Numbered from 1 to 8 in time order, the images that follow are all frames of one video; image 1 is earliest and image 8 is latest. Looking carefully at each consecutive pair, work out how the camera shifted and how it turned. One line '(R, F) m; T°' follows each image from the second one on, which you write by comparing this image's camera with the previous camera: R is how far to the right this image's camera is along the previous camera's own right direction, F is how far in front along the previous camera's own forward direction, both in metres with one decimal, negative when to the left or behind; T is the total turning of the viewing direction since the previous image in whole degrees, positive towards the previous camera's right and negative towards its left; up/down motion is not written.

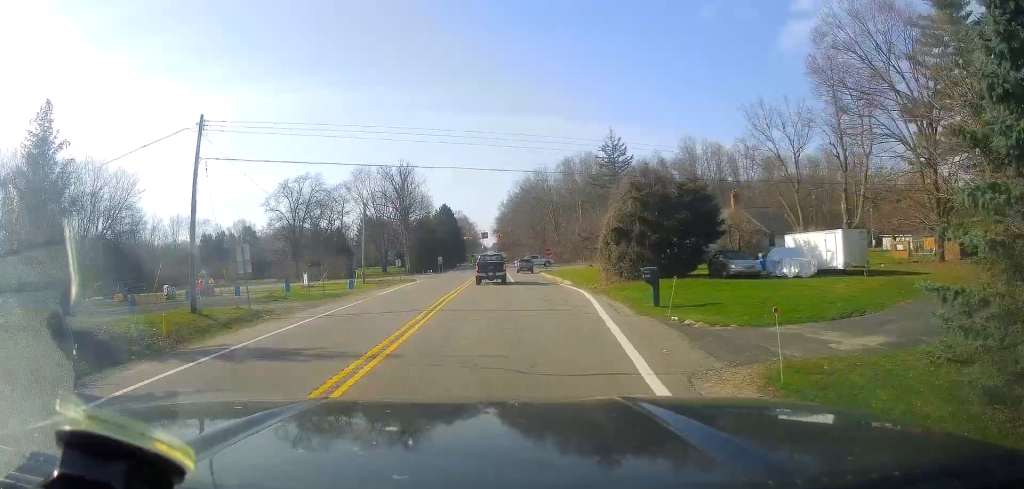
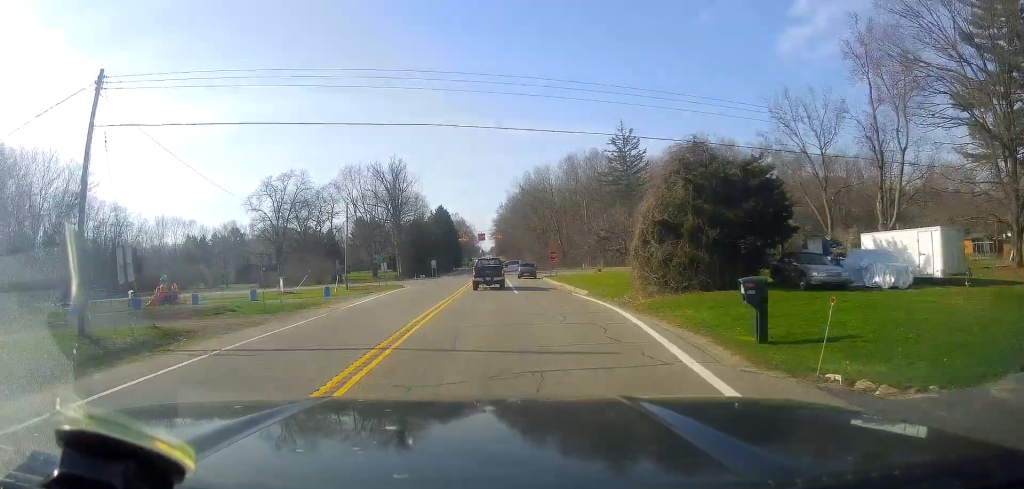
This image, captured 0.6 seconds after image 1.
(+0.2, +8.3) m; +1°
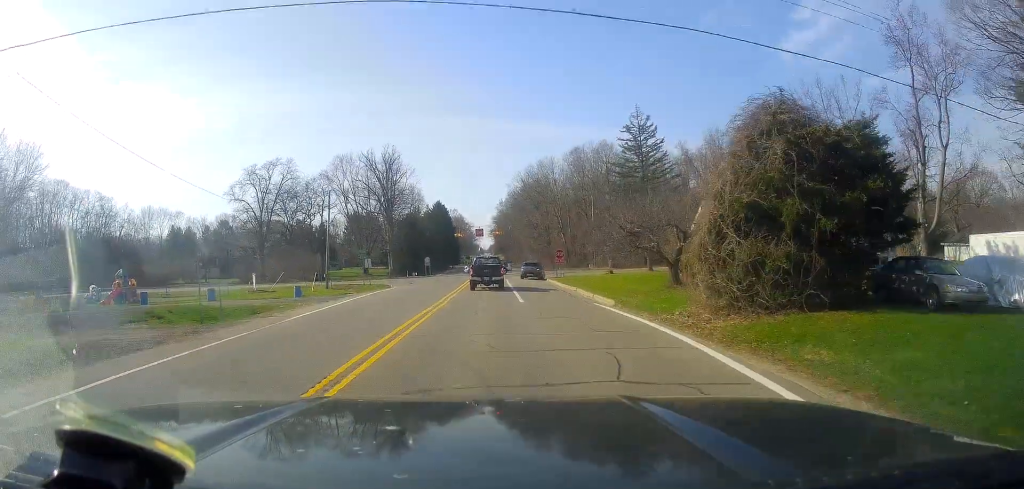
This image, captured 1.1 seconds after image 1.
(0.0, +7.4) m; 0°
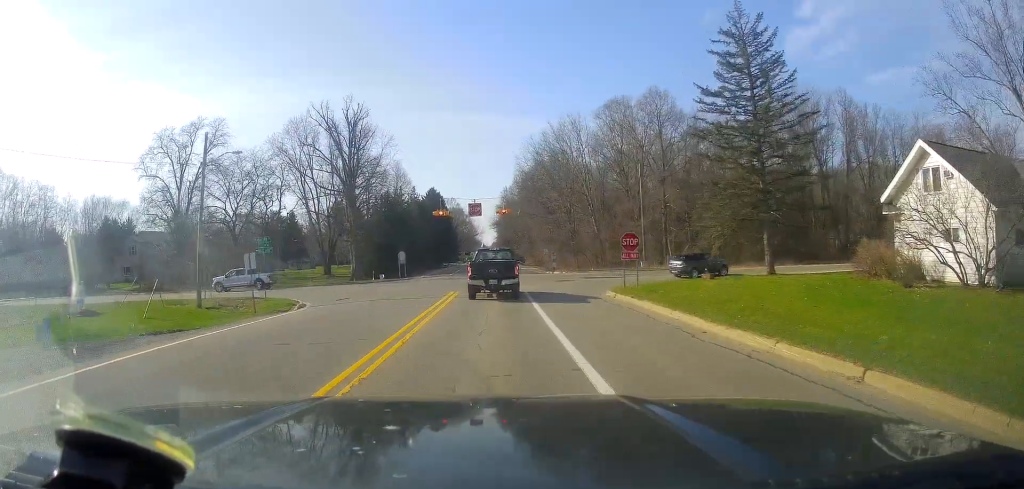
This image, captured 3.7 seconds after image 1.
(0.0, +27.2) m; 0°
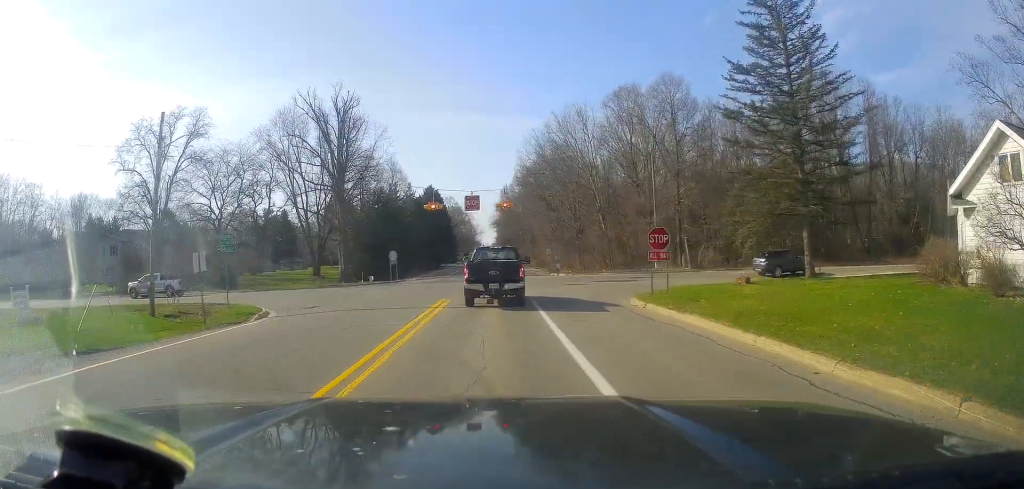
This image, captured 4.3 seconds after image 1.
(0.0, +4.9) m; 0°
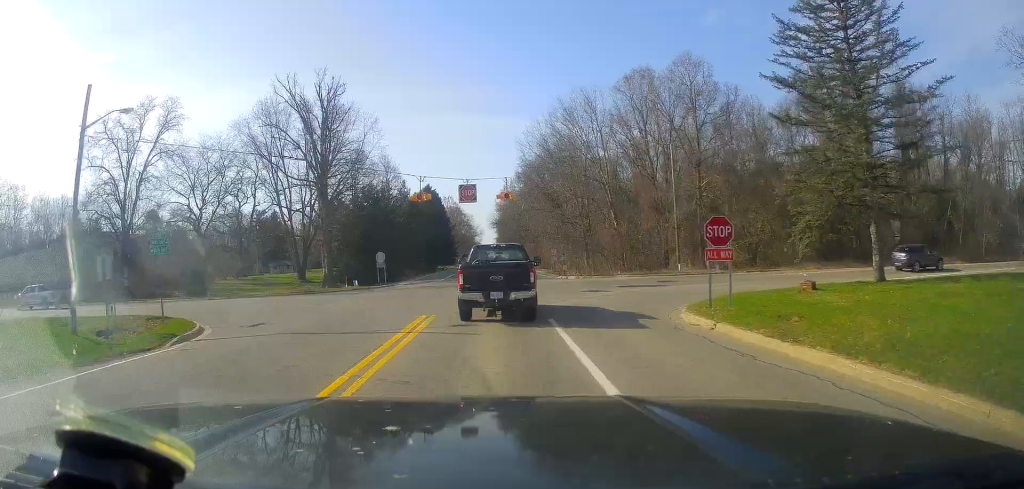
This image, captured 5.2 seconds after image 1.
(0.0, +6.2) m; +6°
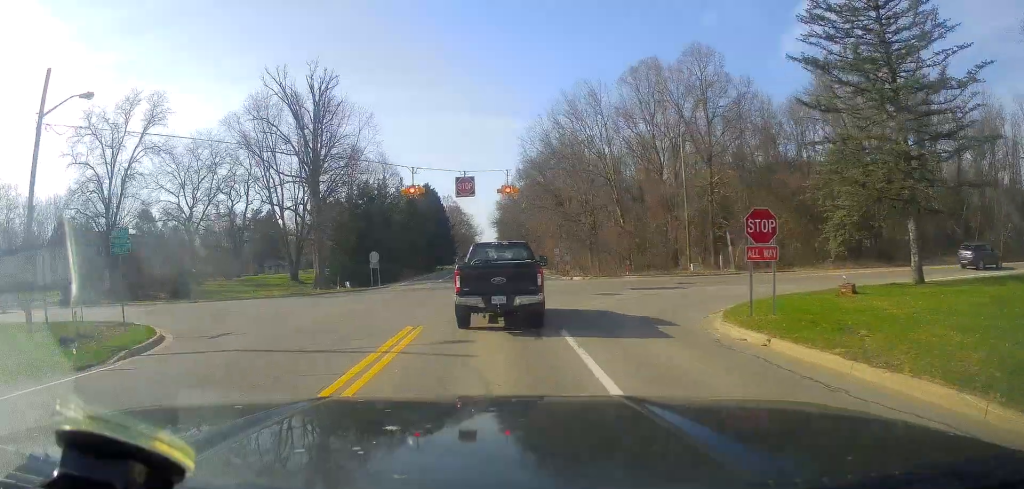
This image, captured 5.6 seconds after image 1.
(+0.1, +2.8) m; +2°
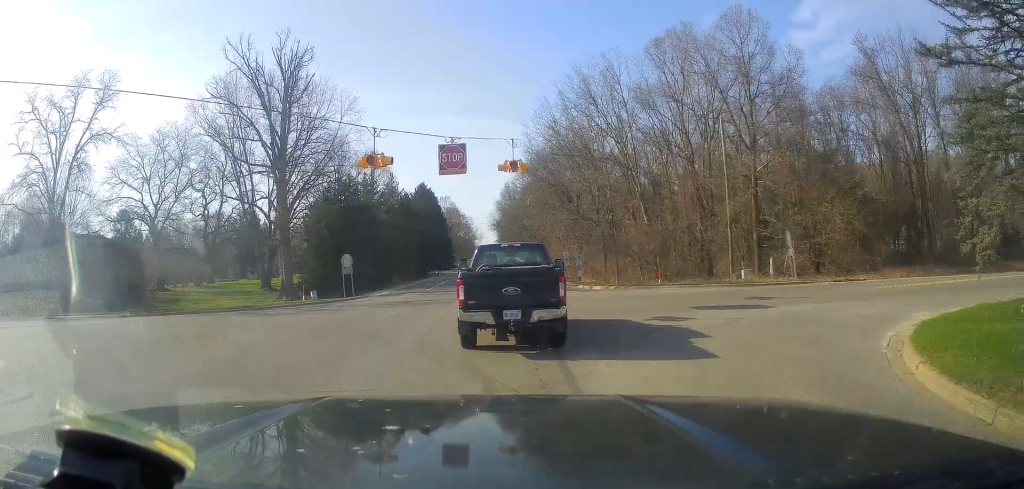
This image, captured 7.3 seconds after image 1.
(+0.1, +8.7) m; -6°
